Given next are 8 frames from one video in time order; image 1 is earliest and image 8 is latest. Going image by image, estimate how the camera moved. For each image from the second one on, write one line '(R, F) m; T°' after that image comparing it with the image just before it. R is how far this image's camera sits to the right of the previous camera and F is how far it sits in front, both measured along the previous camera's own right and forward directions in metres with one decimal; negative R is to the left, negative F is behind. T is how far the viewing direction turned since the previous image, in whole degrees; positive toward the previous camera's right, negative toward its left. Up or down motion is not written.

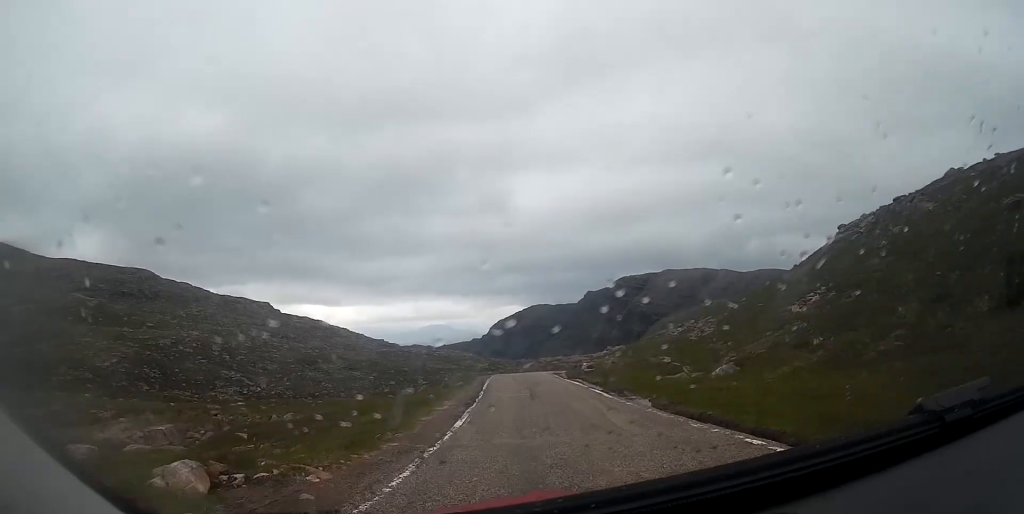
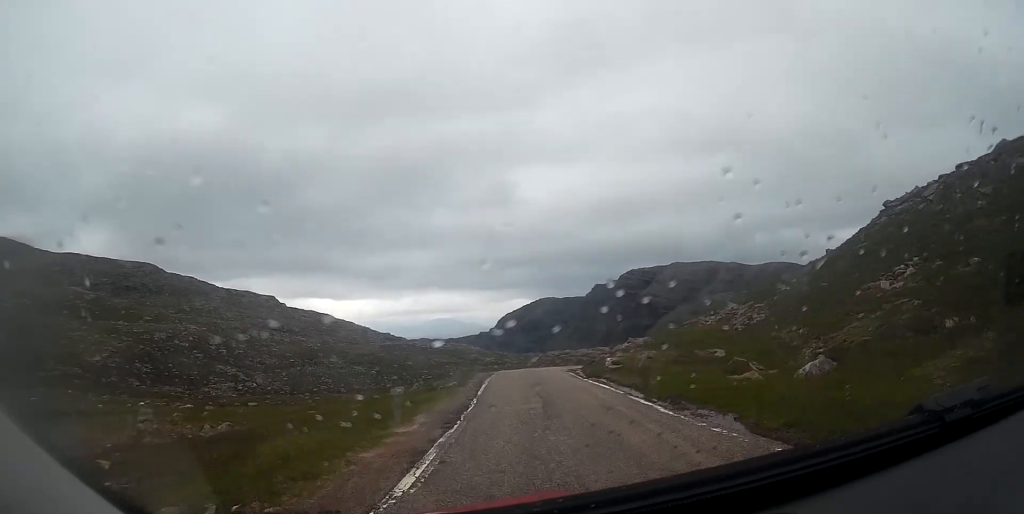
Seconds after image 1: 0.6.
(0.0, +5.8) m; 0°
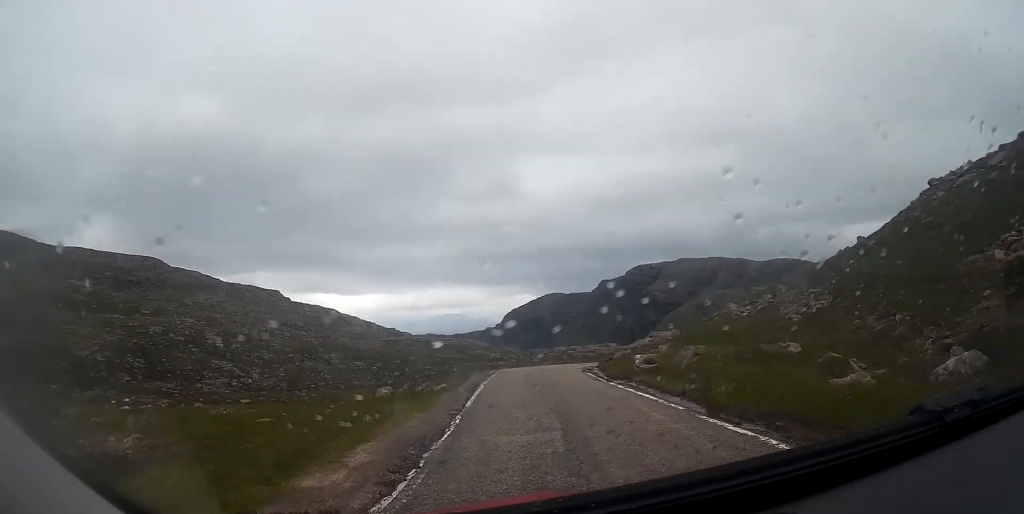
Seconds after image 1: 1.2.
(+0.1, +4.8) m; 0°
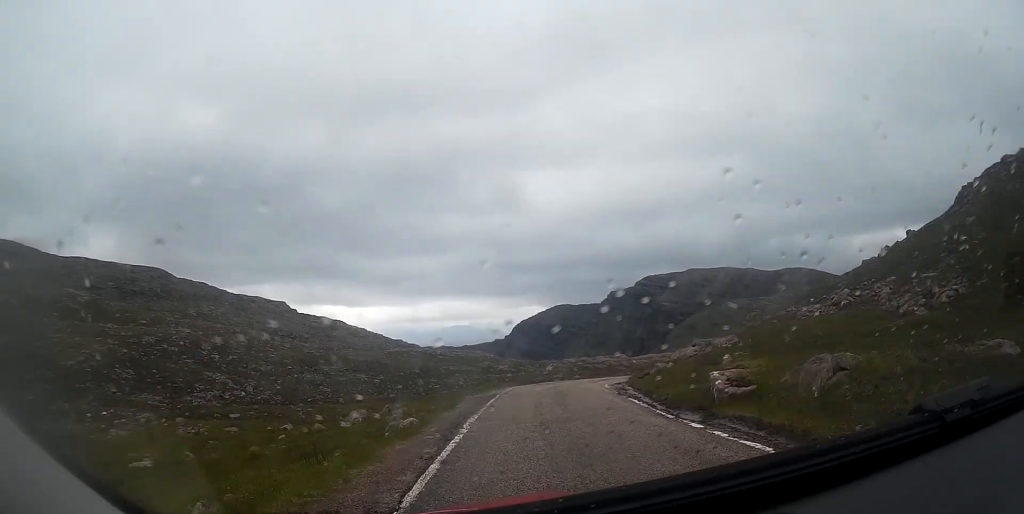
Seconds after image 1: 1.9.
(-0.1, +6.7) m; 0°
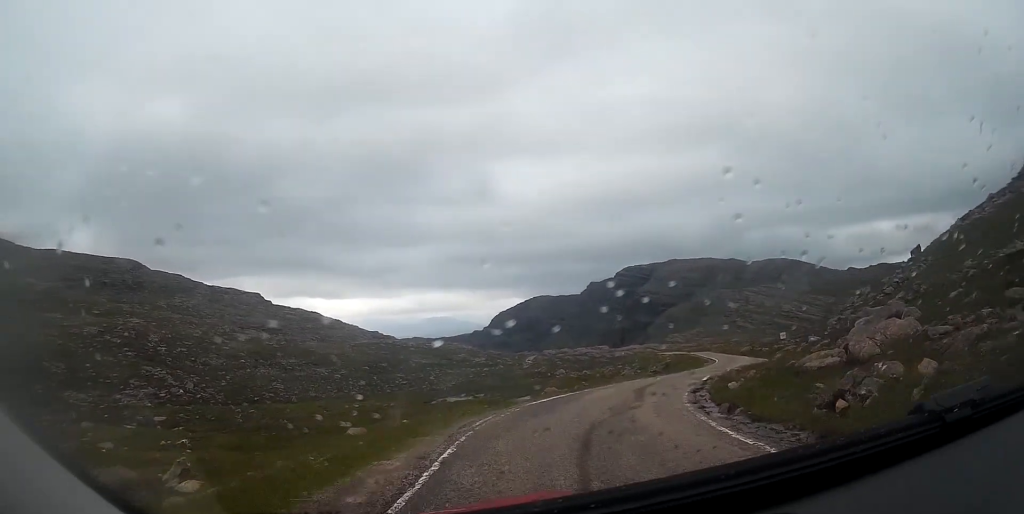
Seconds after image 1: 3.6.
(+0.7, +15.5) m; +7°
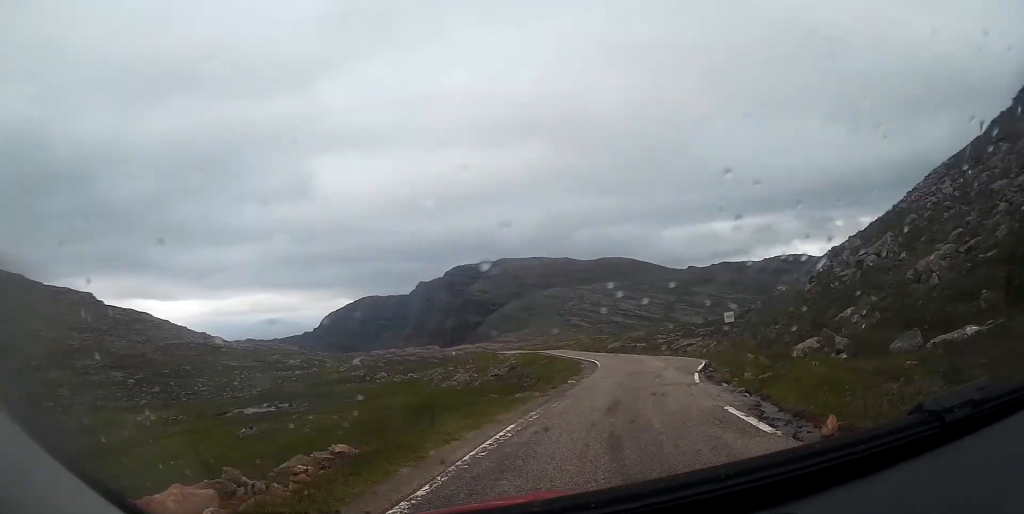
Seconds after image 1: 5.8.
(+1.7, +18.8) m; +13°
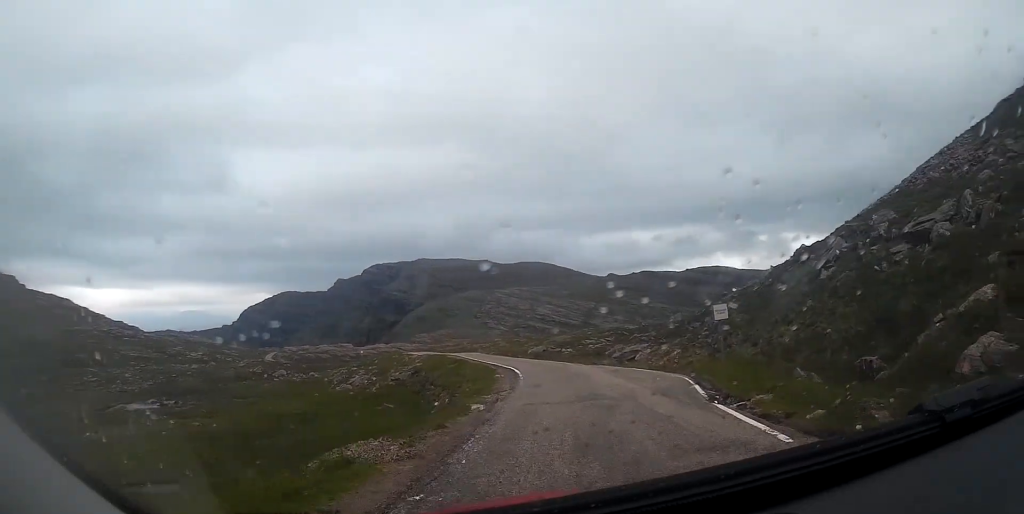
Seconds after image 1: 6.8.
(+0.7, +9.2) m; +7°
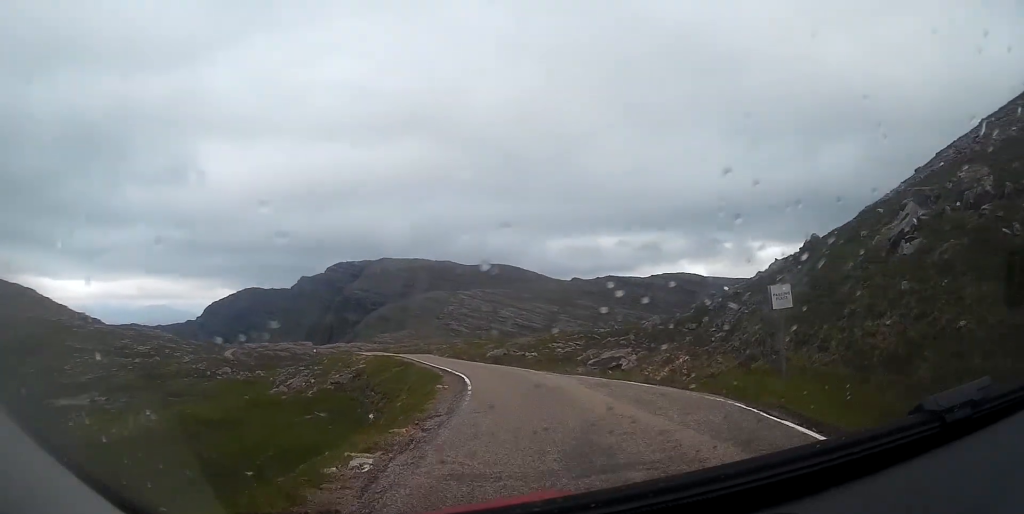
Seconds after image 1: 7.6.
(+0.2, +7.0) m; +2°
